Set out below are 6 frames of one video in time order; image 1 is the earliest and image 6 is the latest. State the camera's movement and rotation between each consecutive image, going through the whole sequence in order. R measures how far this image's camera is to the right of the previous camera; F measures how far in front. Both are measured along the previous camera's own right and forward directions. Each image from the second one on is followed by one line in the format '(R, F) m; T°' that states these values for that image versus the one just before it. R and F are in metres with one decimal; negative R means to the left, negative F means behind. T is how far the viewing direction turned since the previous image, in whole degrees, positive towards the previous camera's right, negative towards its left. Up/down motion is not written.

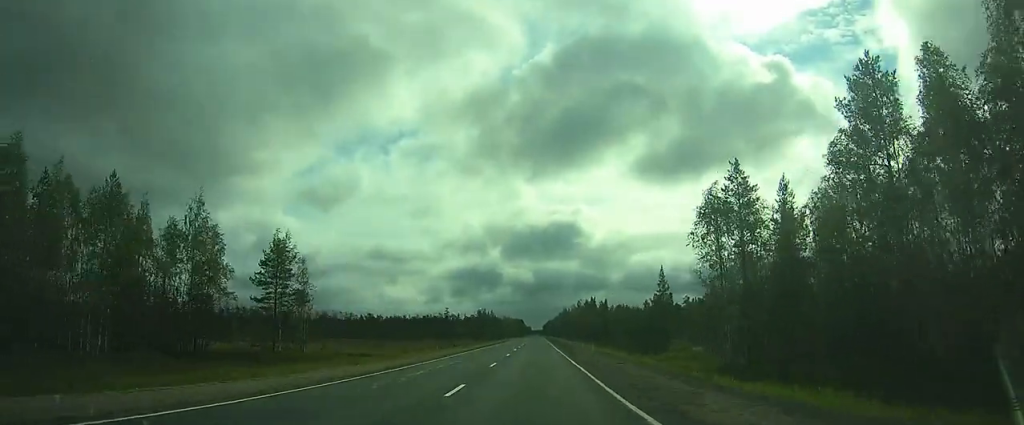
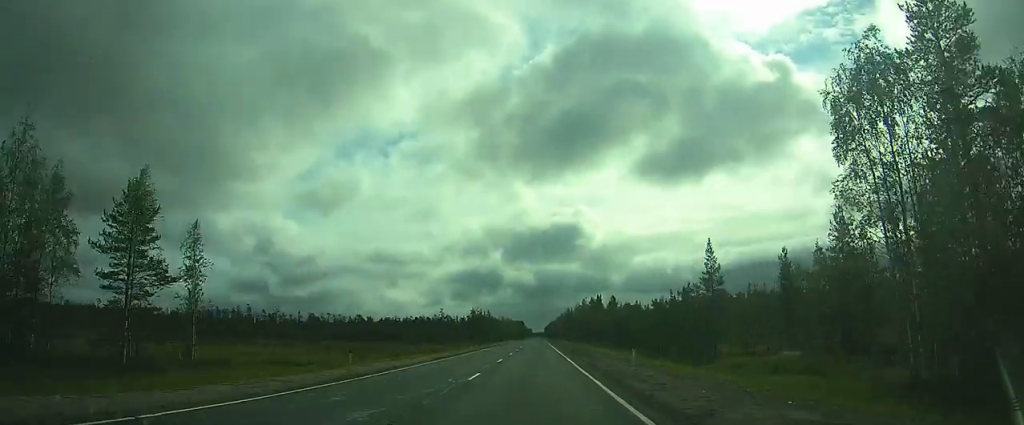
(-0.1, +18.1) m; 0°
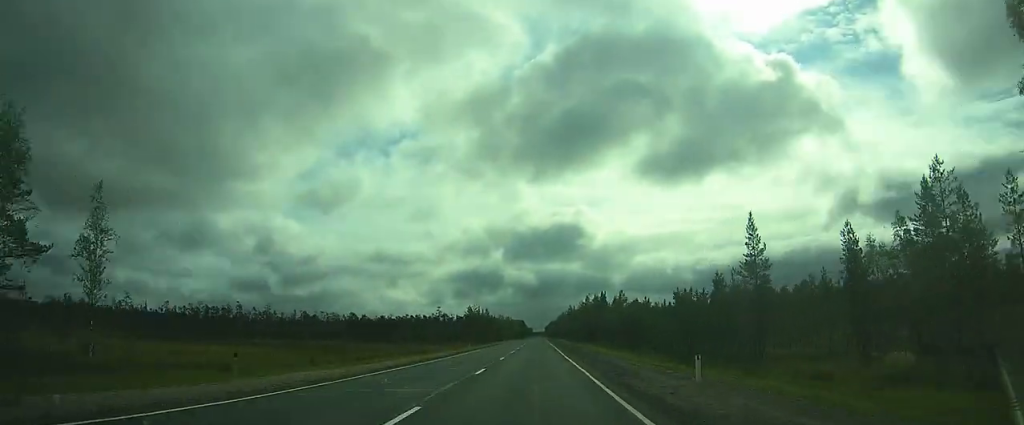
(0.0, +9.5) m; 0°
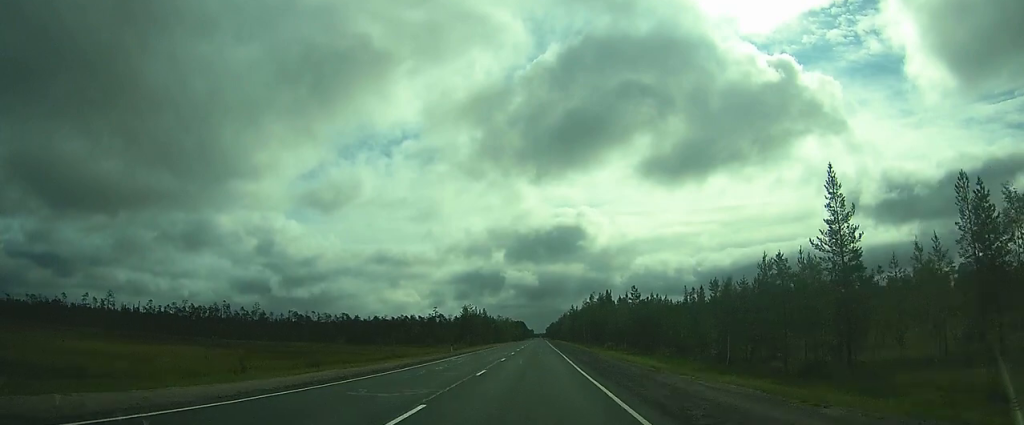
(0.0, +10.9) m; 0°
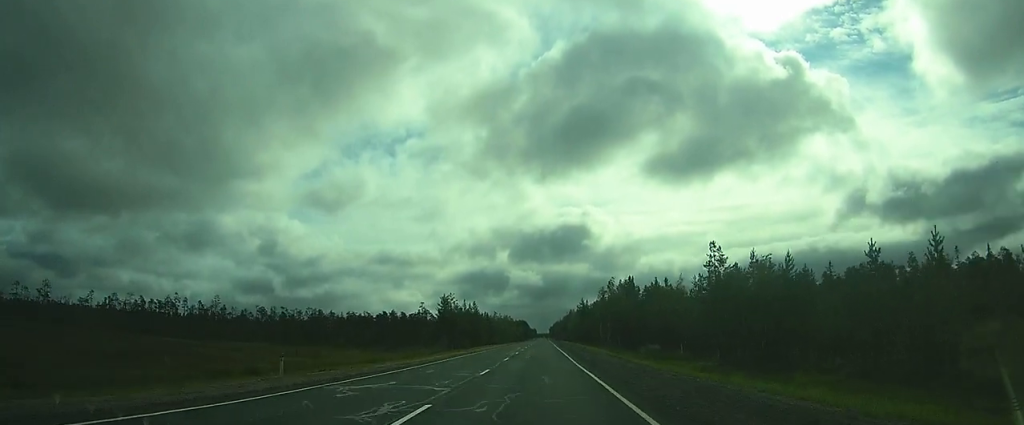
(-0.1, +34.6) m; -1°
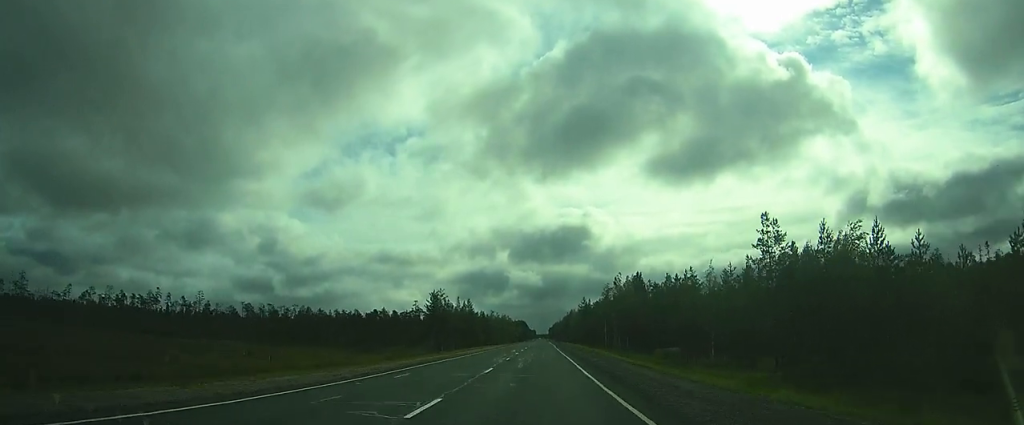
(-0.1, +10.4) m; 0°
